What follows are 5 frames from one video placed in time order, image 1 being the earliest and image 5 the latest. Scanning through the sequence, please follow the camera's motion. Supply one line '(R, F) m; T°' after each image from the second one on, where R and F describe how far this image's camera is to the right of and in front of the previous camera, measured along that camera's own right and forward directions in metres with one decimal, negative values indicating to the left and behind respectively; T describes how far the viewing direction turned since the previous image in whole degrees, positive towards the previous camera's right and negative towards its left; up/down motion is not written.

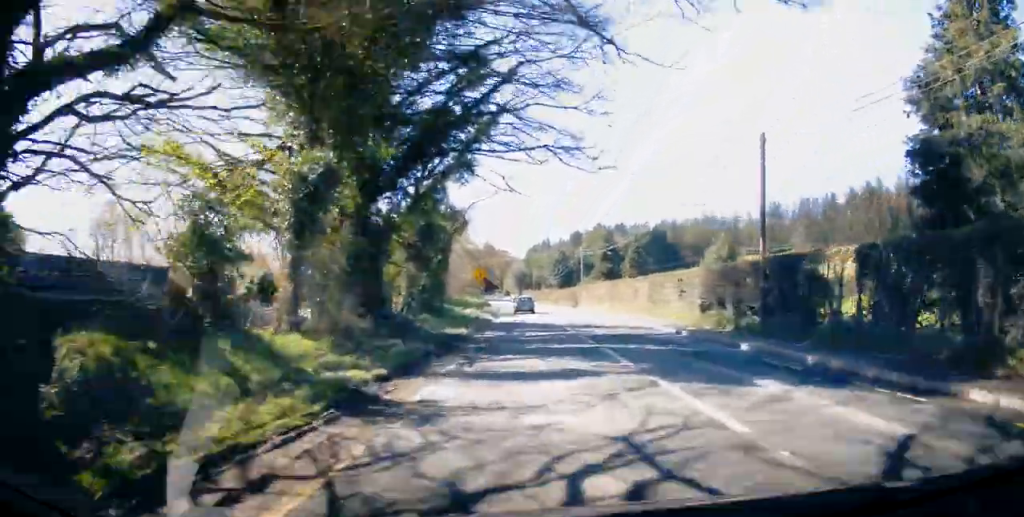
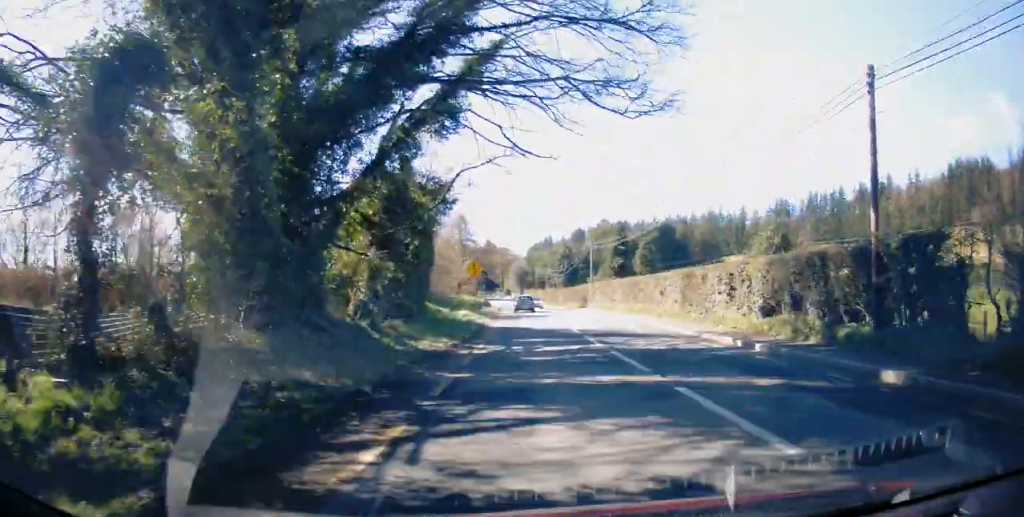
(0.0, +6.8) m; 0°
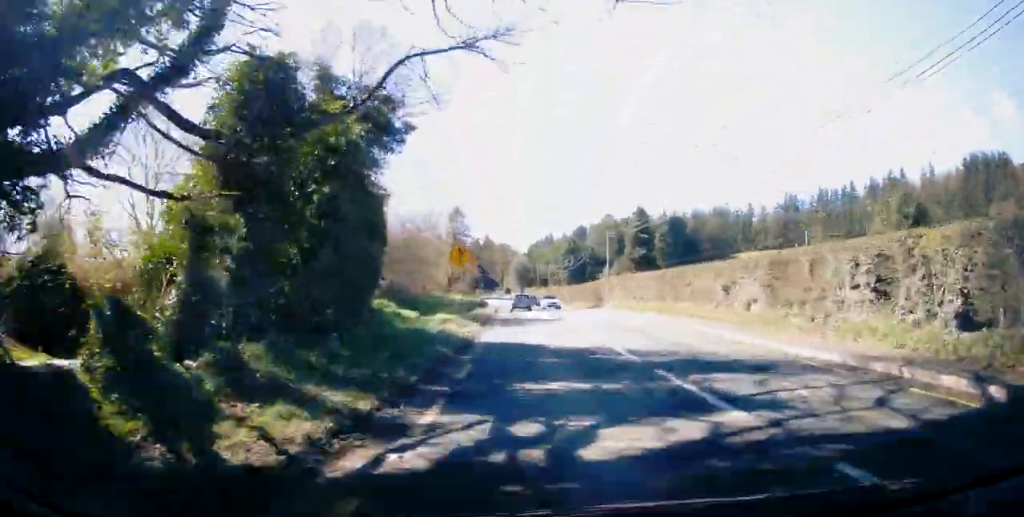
(0.0, +10.2) m; +1°
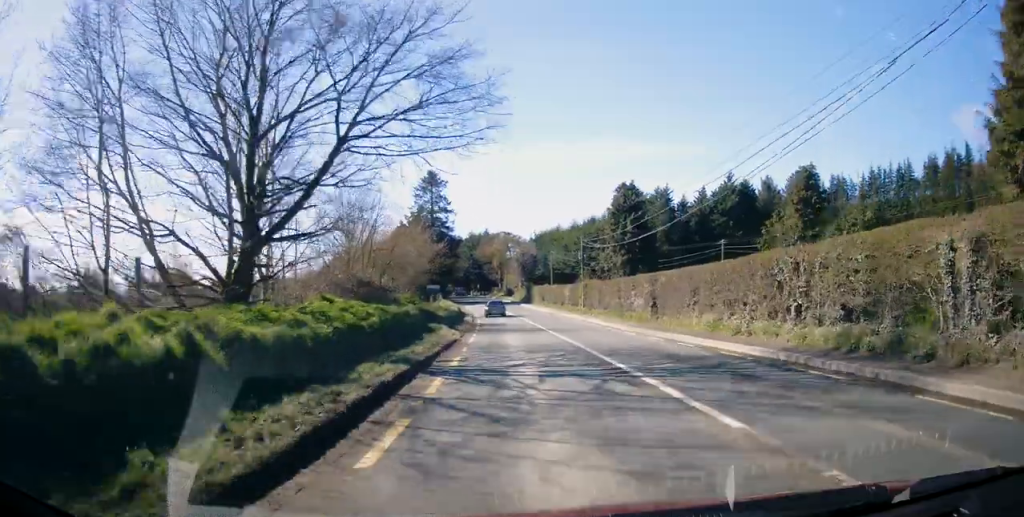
(-0.8, +44.2) m; -2°
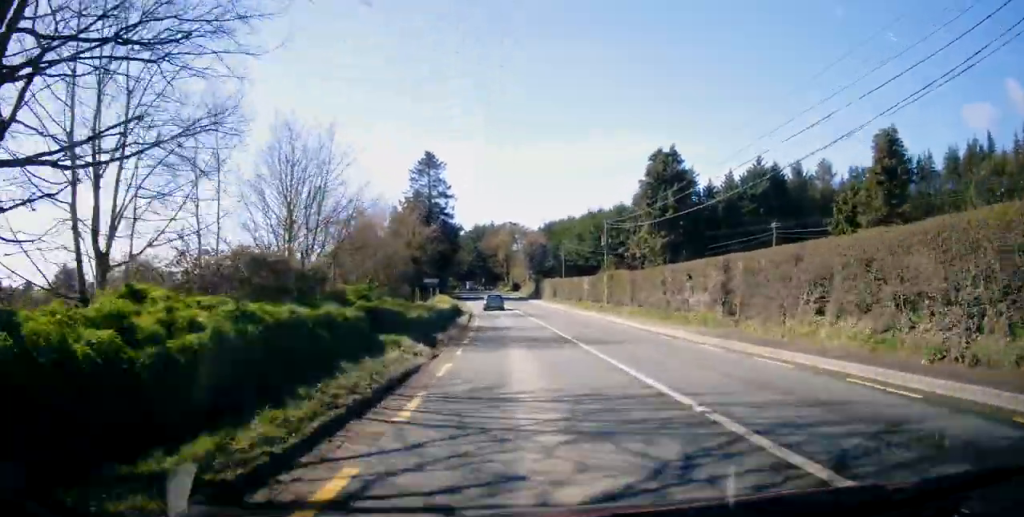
(-0.2, +10.0) m; -1°
